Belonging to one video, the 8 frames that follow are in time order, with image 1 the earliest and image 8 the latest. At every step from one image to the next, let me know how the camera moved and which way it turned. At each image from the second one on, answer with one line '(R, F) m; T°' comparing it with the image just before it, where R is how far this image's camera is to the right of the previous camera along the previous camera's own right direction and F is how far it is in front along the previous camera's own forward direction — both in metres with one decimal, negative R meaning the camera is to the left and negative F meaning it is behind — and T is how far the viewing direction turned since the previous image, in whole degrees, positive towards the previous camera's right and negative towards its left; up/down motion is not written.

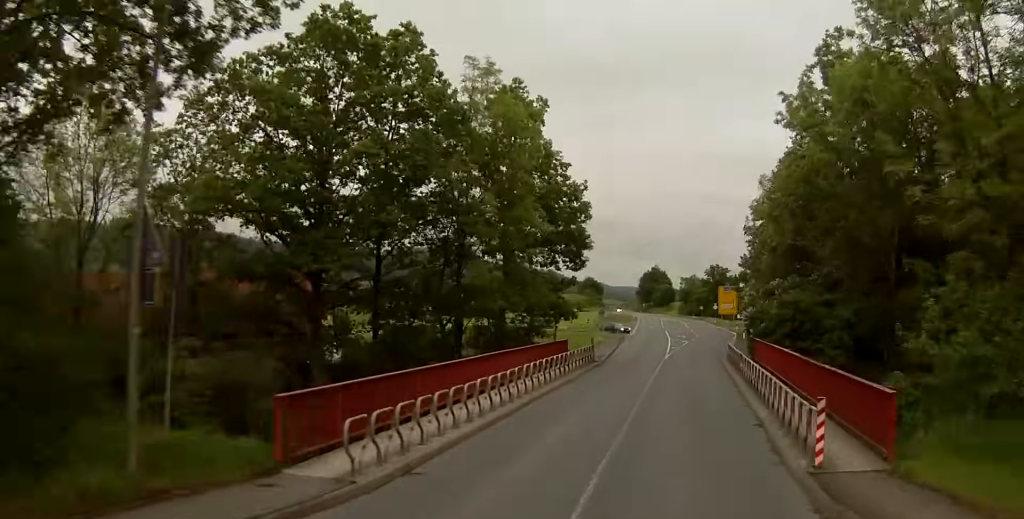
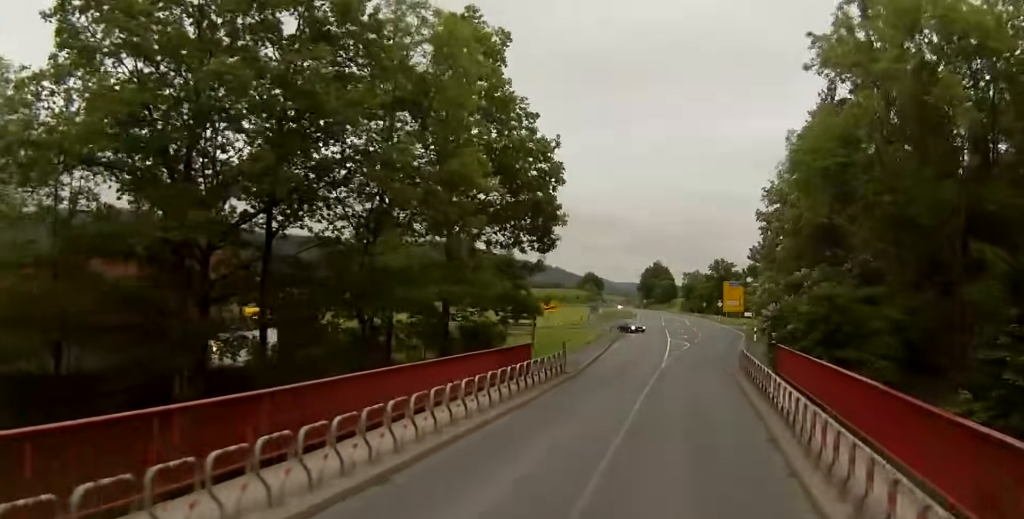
(-0.4, +9.2) m; 0°
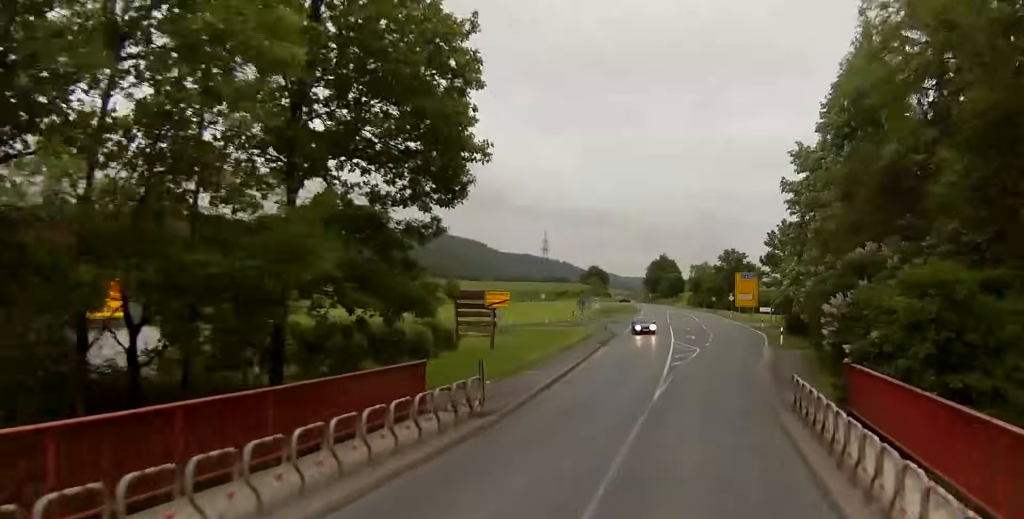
(+0.3, +12.3) m; +2°
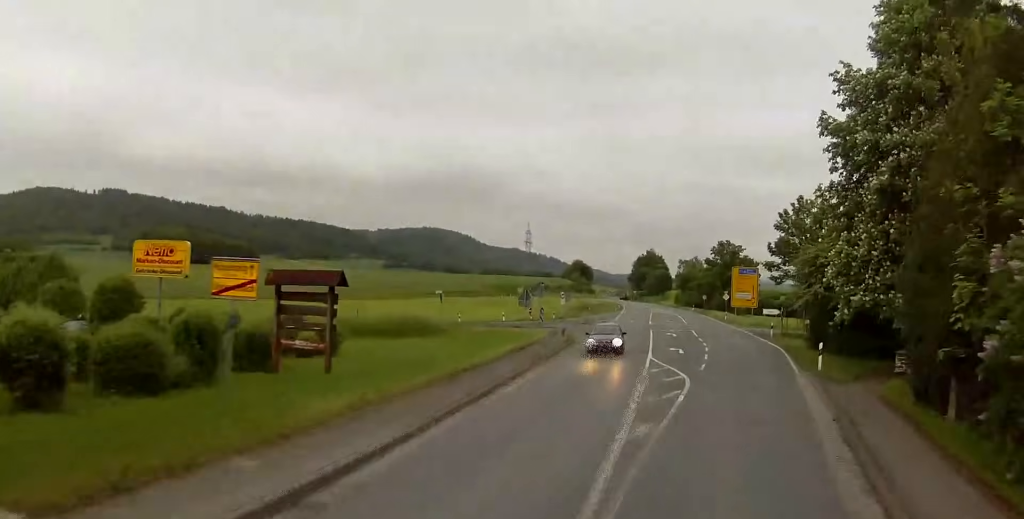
(+0.1, +17.4) m; 0°
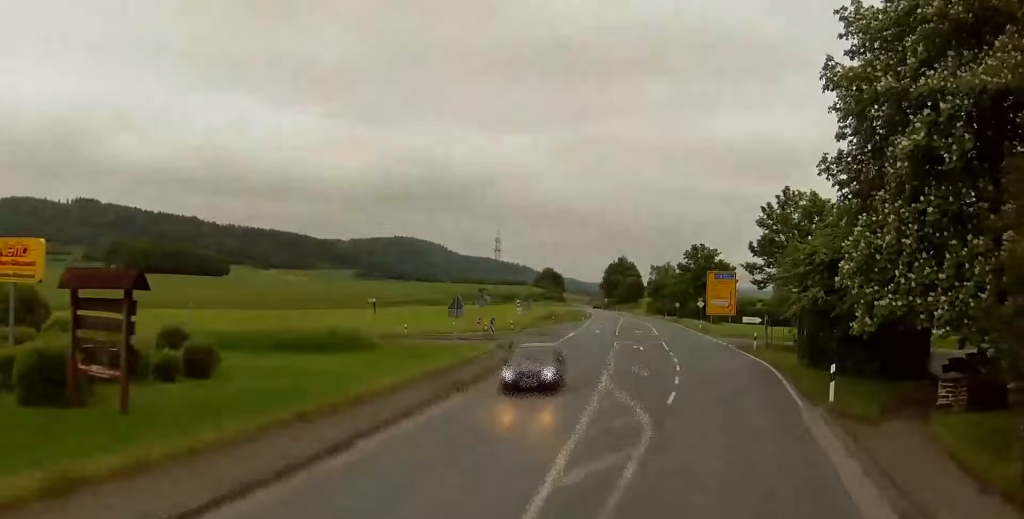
(0.0, +8.1) m; 0°
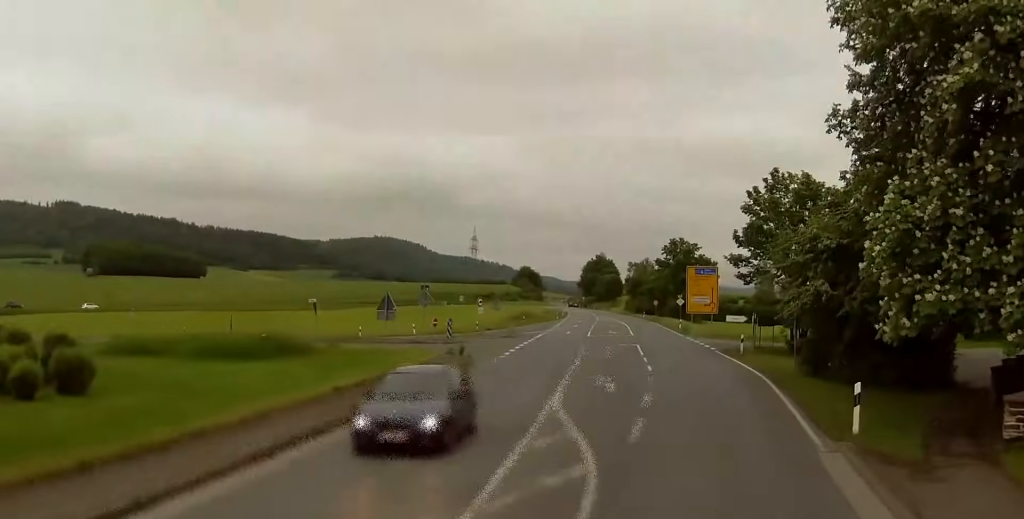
(0.0, +6.1) m; +1°
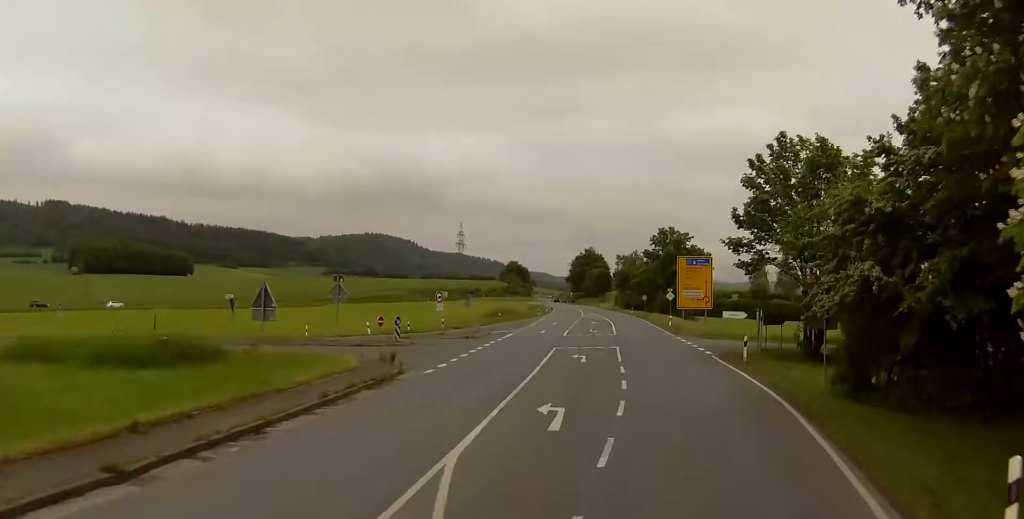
(-0.2, +8.8) m; +3°
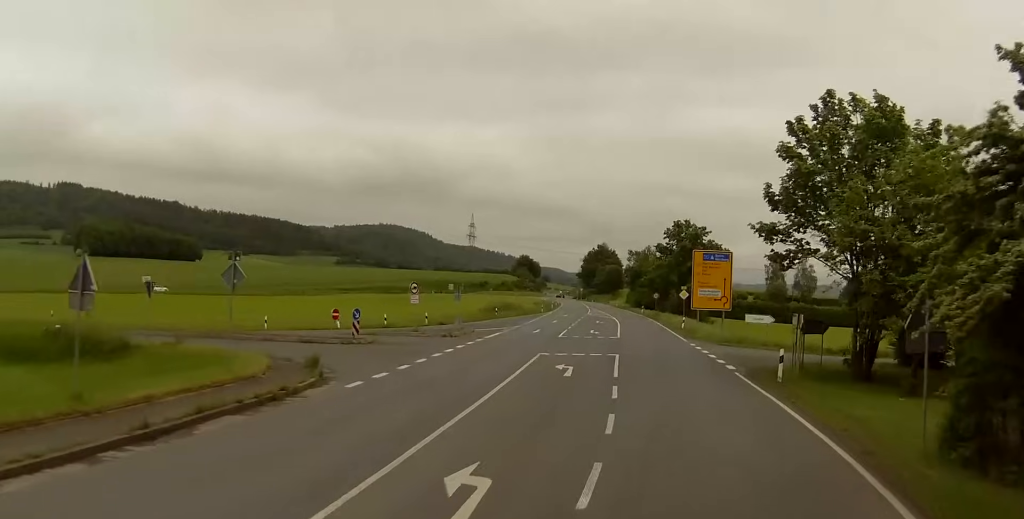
(+0.5, +8.6) m; 0°
